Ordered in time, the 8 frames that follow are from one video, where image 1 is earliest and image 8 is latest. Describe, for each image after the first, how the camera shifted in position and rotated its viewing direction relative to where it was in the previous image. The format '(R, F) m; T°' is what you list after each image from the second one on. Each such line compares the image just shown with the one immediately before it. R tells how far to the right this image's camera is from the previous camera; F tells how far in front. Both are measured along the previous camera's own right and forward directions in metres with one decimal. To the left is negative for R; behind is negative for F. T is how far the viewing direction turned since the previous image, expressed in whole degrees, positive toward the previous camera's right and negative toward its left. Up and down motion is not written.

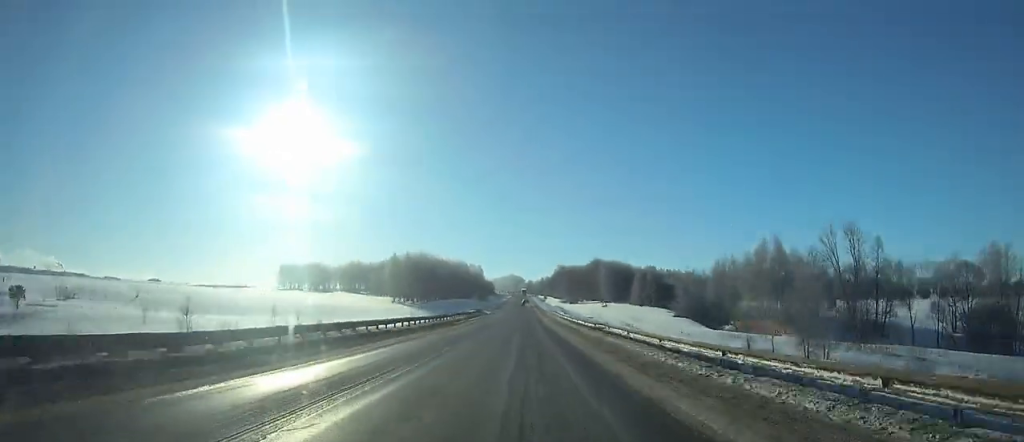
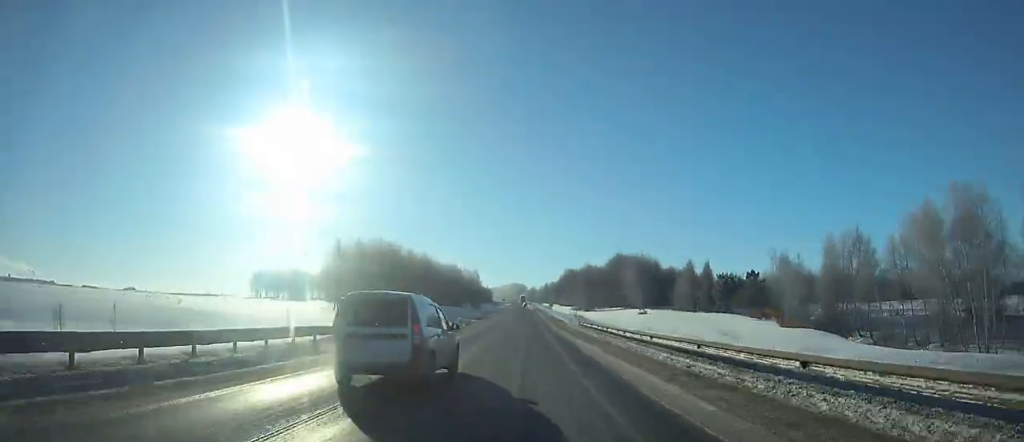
(-0.1, +55.5) m; 0°
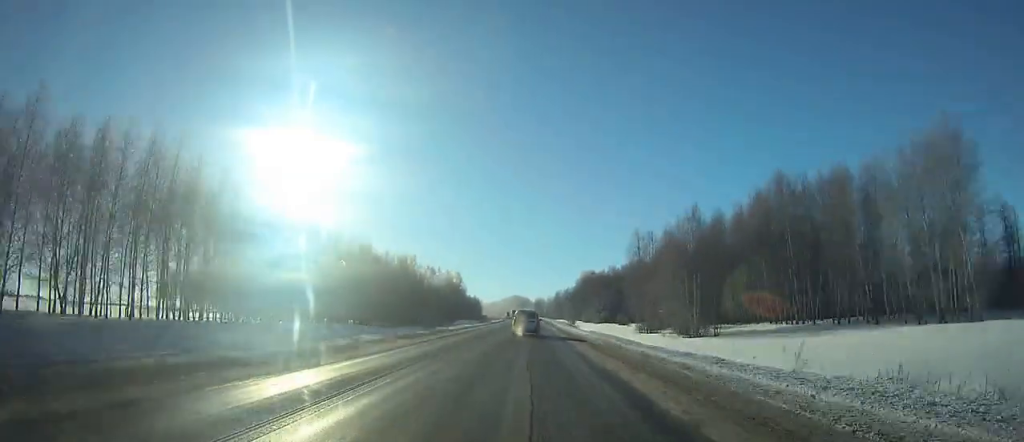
(-0.1, +118.8) m; 0°
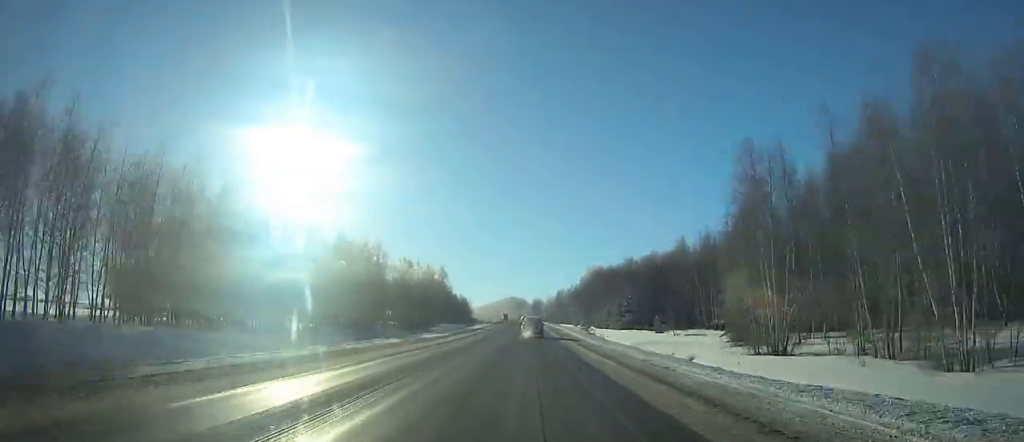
(-0.1, +43.1) m; 0°
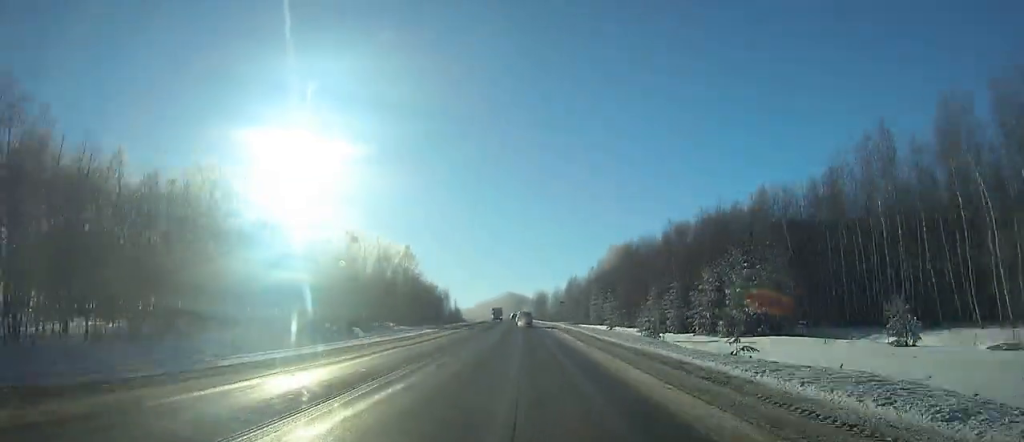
(-0.1, +67.2) m; -1°
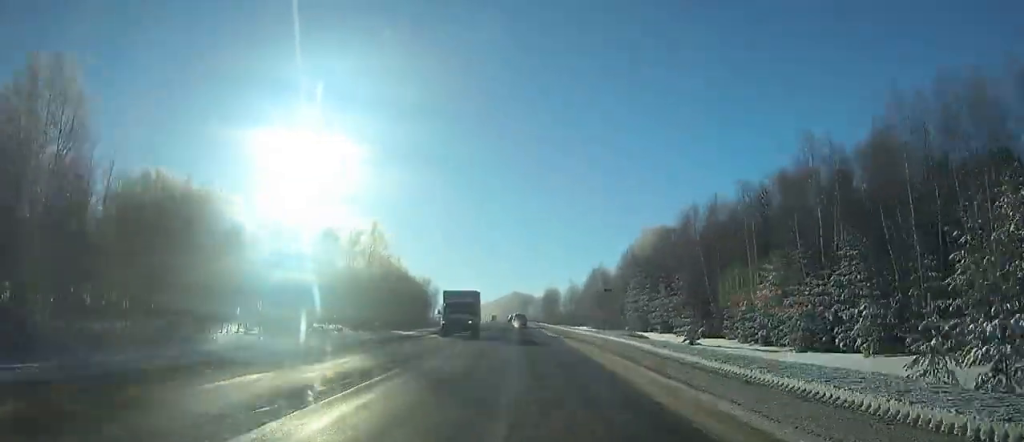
(-0.1, +44.2) m; -1°
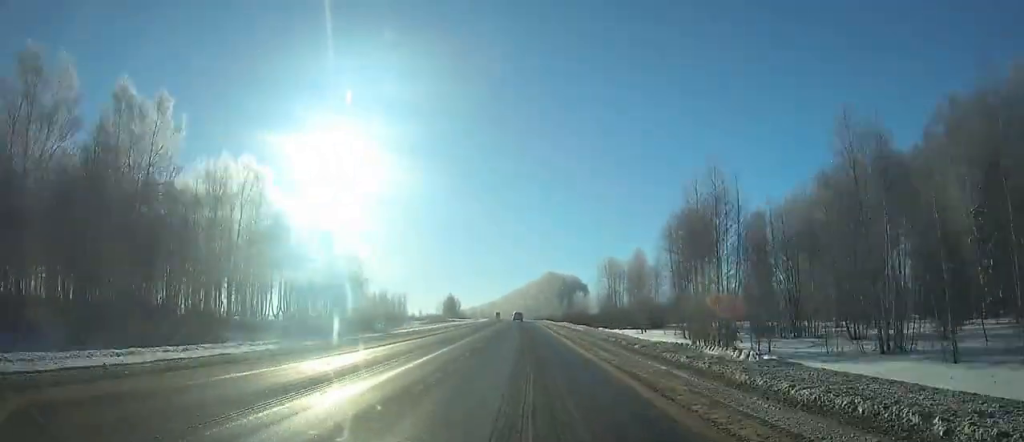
(-4.0, +145.1) m; -3°
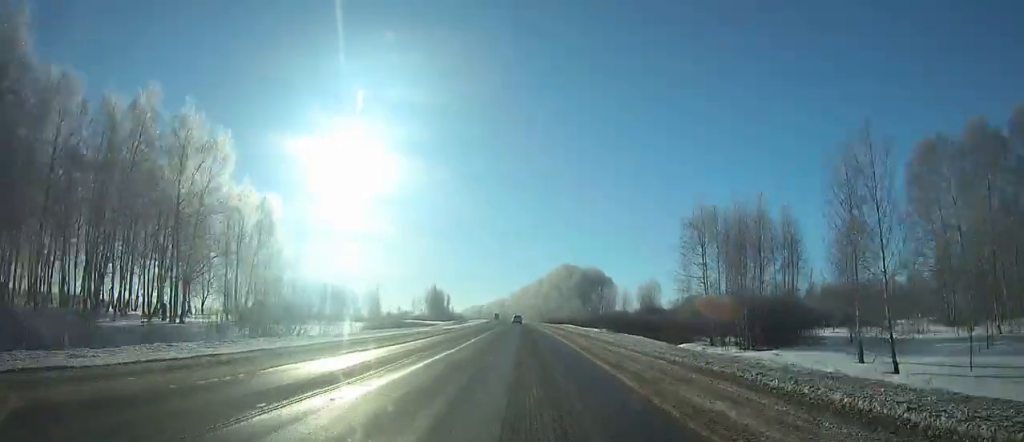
(-0.4, +53.2) m; -1°
